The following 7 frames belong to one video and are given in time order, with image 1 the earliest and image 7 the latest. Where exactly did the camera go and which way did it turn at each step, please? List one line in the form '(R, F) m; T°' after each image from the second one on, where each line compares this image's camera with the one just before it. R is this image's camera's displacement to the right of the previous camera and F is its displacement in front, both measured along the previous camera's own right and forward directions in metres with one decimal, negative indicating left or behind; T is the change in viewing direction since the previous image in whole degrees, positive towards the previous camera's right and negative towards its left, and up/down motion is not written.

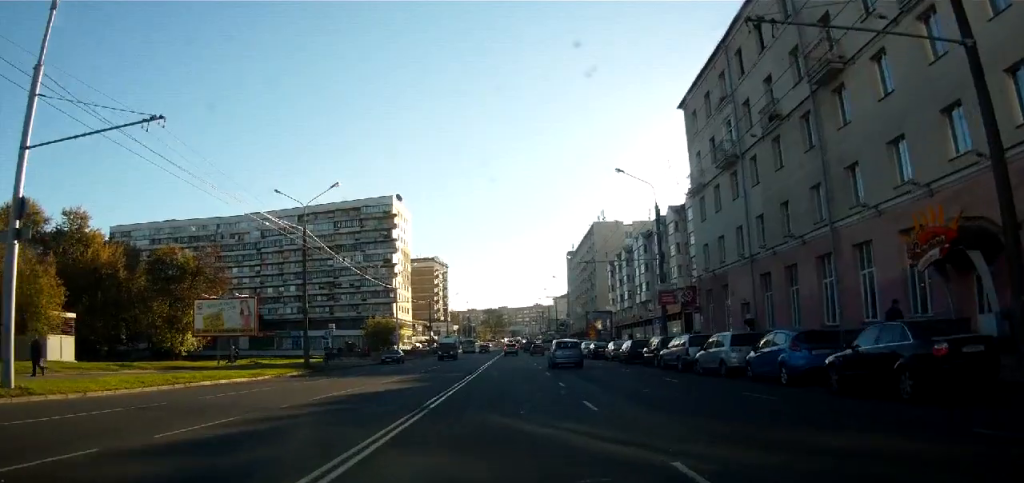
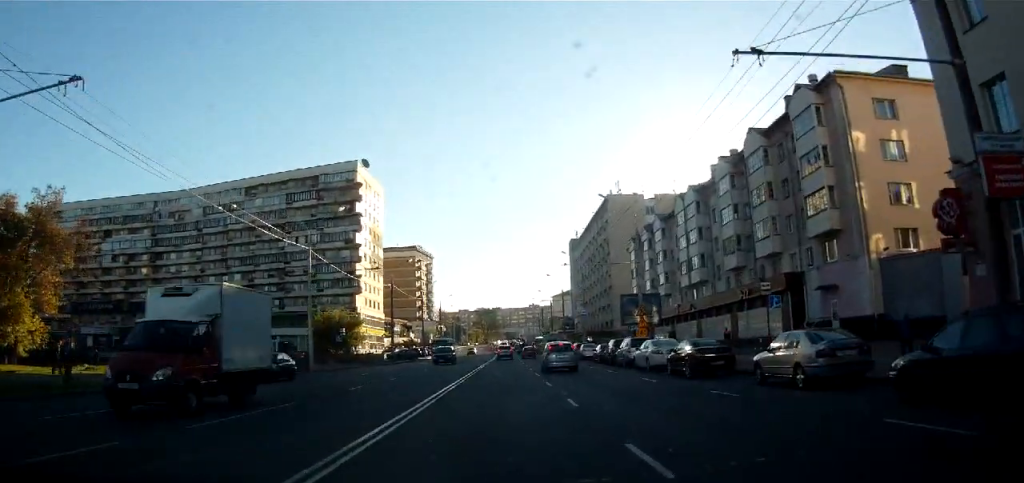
(0.0, +30.5) m; -2°
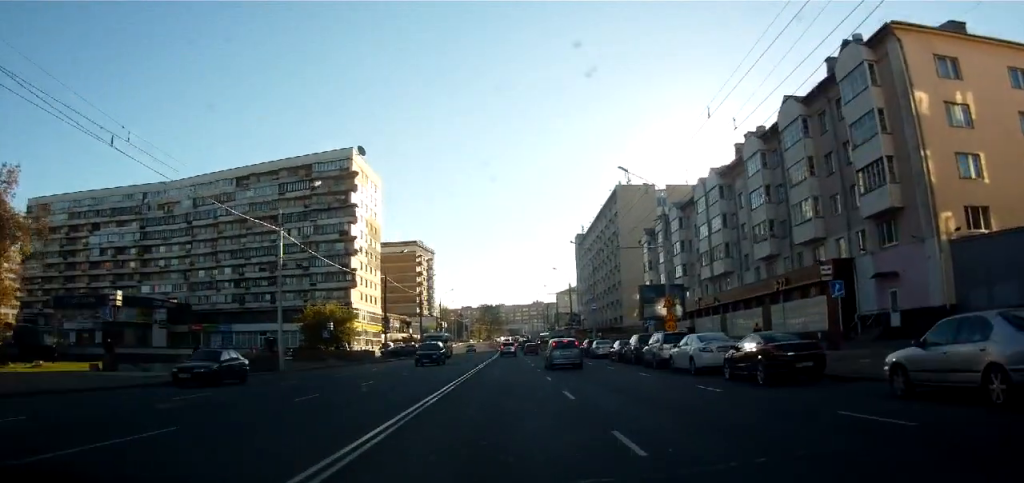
(0.0, +6.6) m; +1°
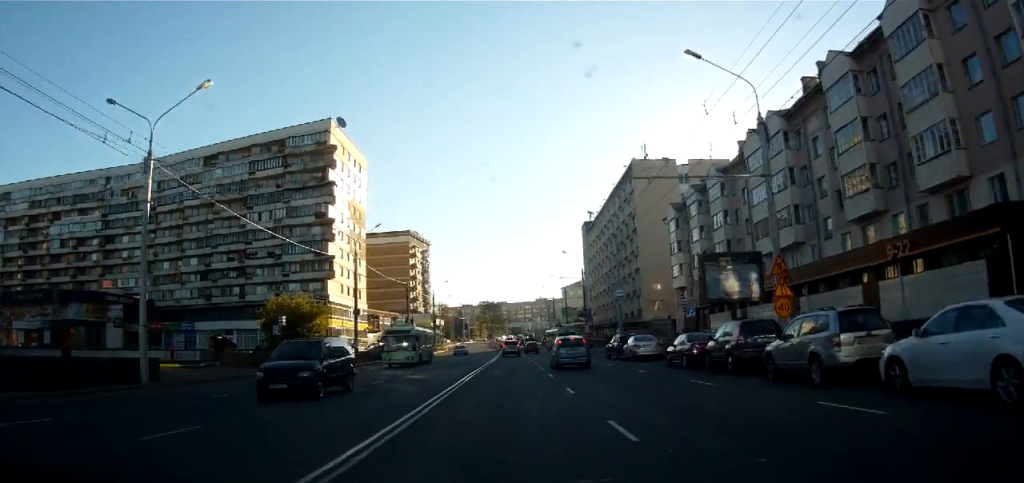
(+0.2, +14.9) m; +1°
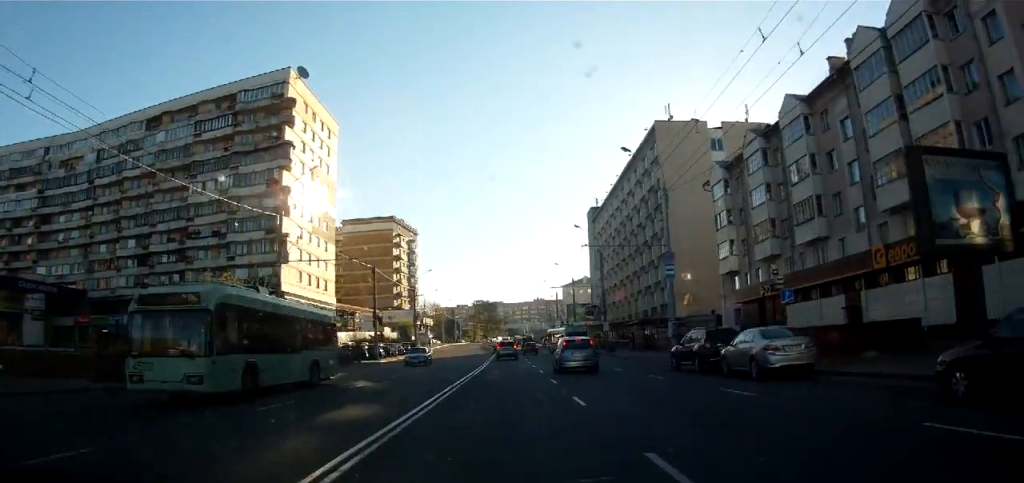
(0.0, +18.5) m; -1°
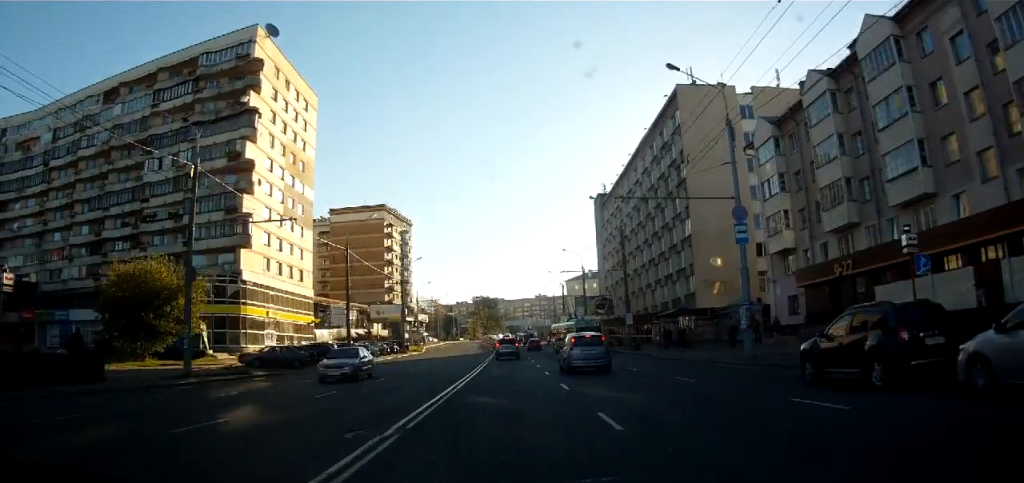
(-0.1, +11.3) m; 0°
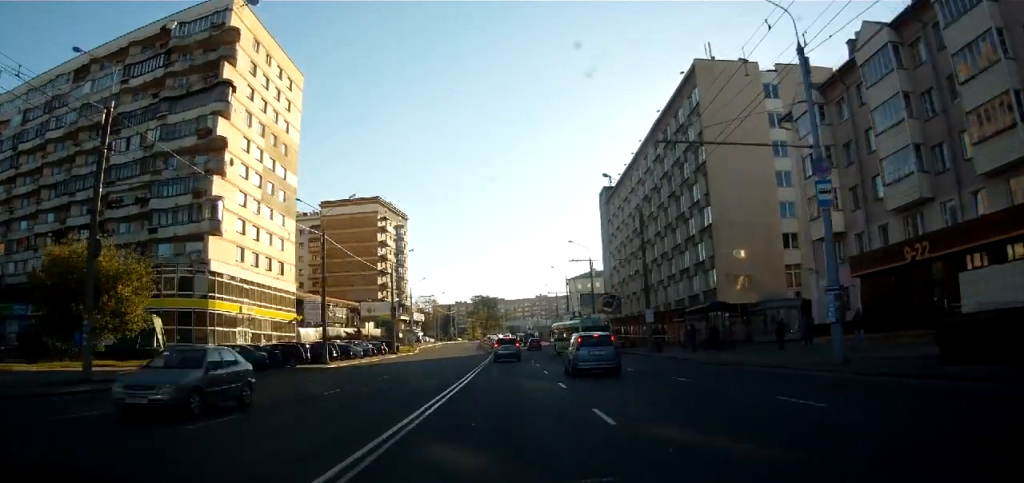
(0.0, +6.8) m; 0°
